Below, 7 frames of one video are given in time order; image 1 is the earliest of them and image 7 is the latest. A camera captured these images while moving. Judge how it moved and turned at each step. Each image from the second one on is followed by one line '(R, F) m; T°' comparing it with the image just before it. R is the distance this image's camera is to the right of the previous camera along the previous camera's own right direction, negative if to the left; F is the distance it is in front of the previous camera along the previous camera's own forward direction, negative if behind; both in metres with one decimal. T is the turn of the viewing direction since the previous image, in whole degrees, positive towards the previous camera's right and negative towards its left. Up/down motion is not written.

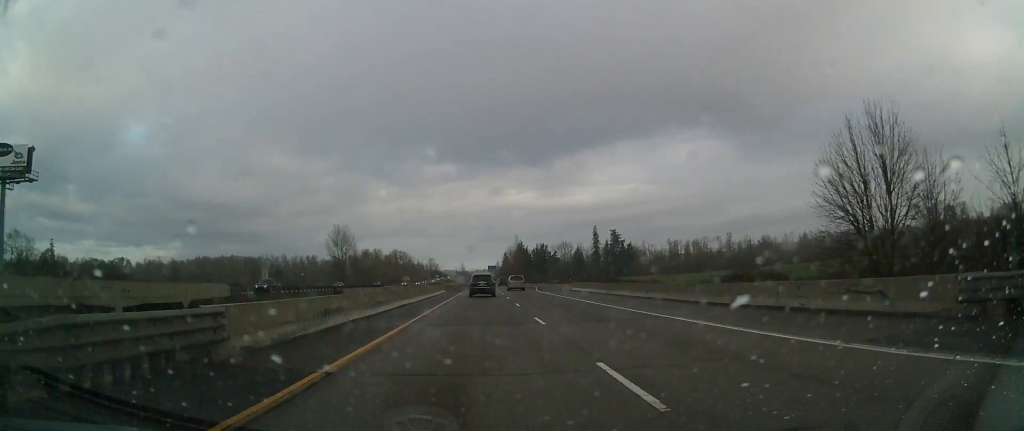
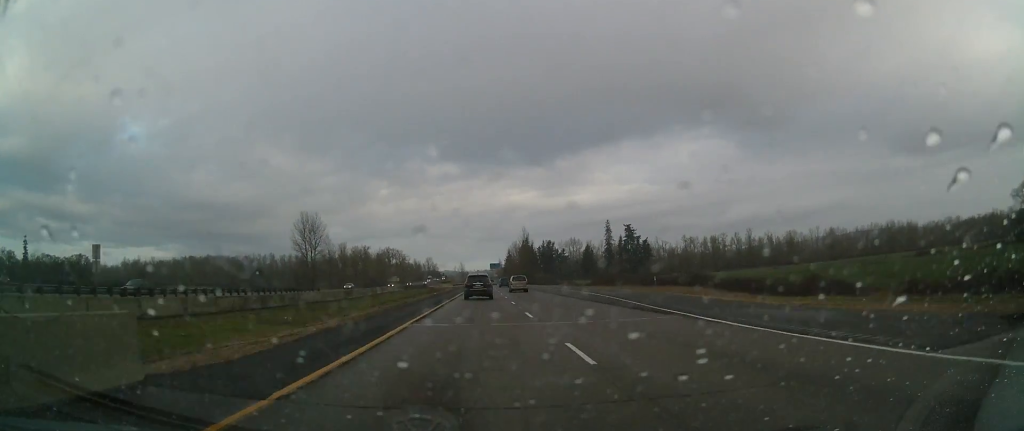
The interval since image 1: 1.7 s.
(0.0, +57.5) m; 0°
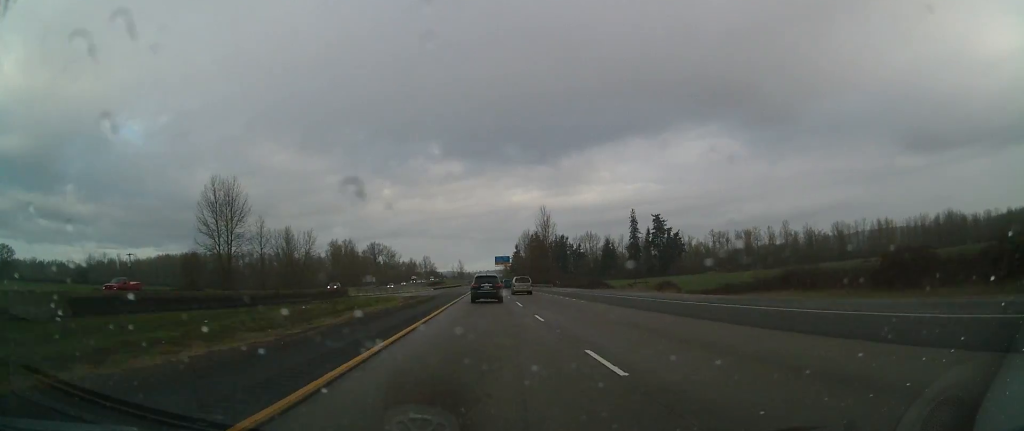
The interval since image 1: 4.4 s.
(+0.1, +86.5) m; 0°
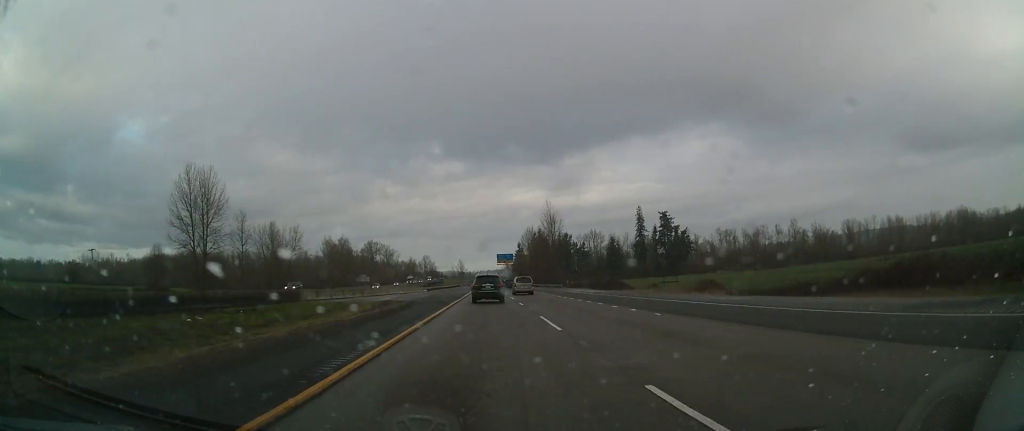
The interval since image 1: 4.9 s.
(0.0, +16.1) m; 0°
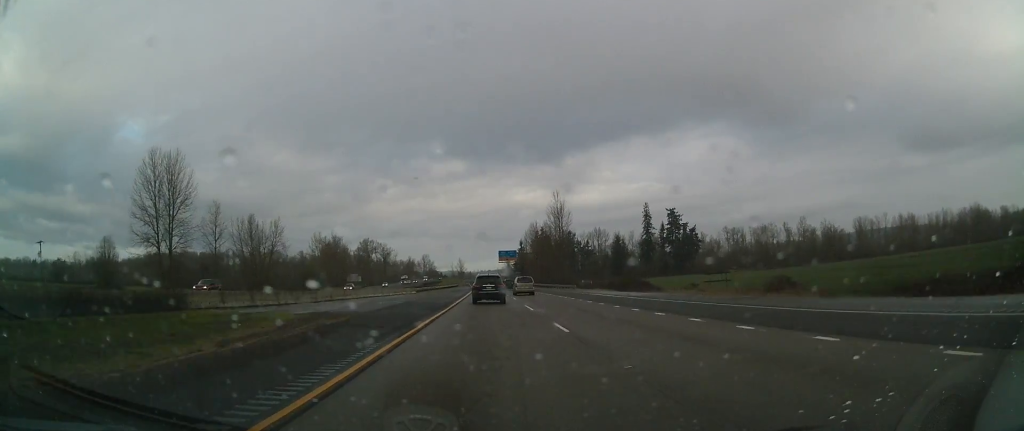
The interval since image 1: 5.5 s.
(0.0, +18.2) m; 0°
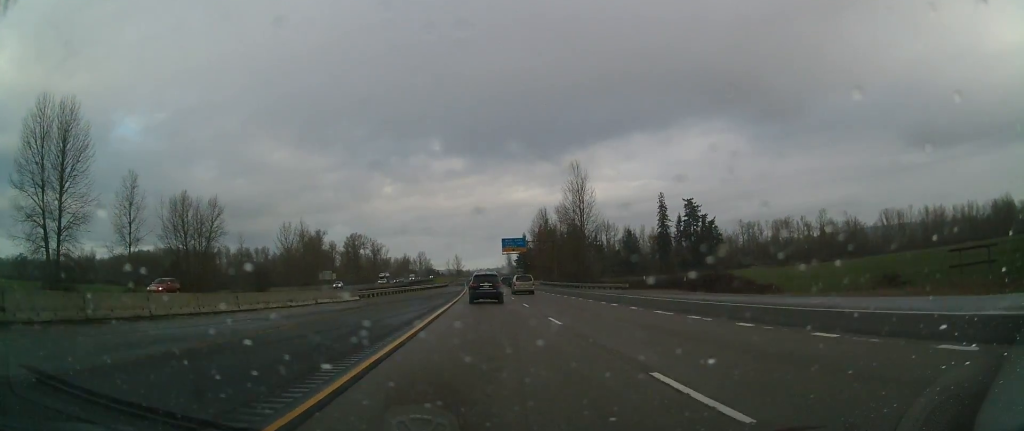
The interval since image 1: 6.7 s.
(-0.2, +40.5) m; 0°
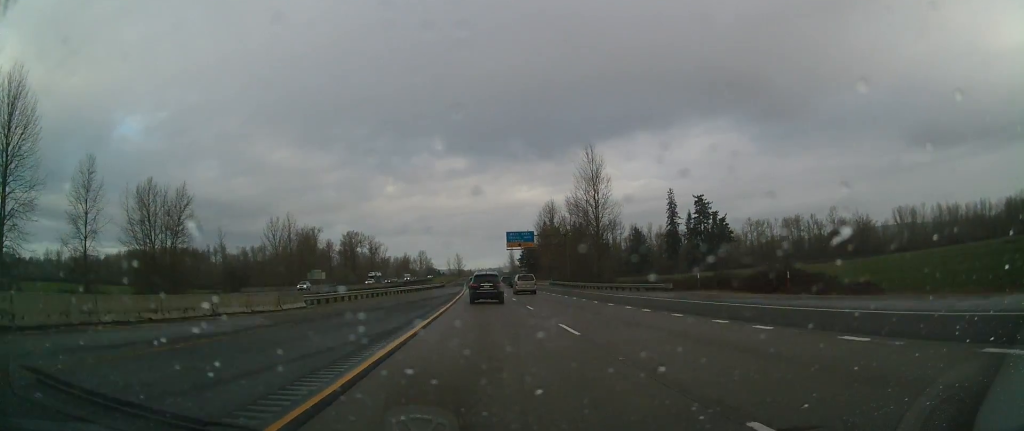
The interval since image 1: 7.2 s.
(-0.2, +16.0) m; 0°
